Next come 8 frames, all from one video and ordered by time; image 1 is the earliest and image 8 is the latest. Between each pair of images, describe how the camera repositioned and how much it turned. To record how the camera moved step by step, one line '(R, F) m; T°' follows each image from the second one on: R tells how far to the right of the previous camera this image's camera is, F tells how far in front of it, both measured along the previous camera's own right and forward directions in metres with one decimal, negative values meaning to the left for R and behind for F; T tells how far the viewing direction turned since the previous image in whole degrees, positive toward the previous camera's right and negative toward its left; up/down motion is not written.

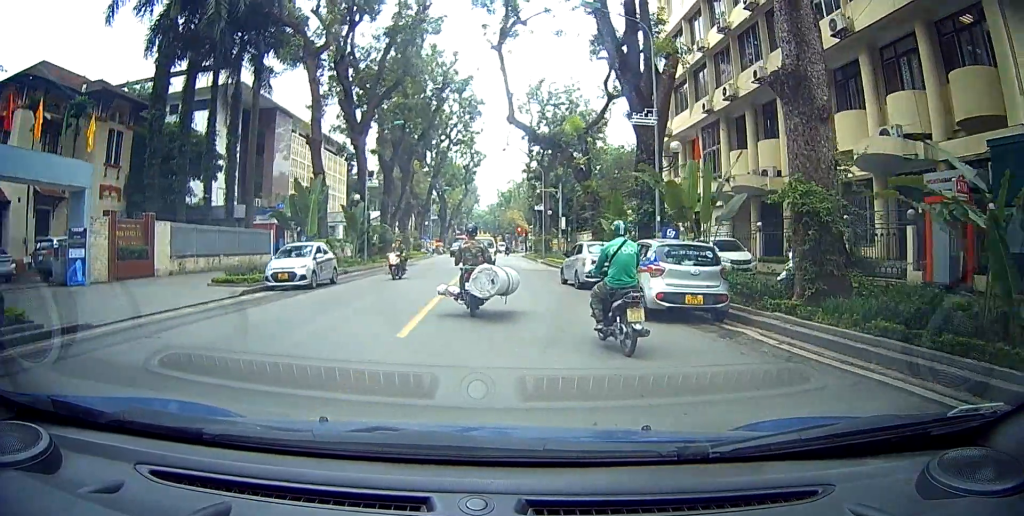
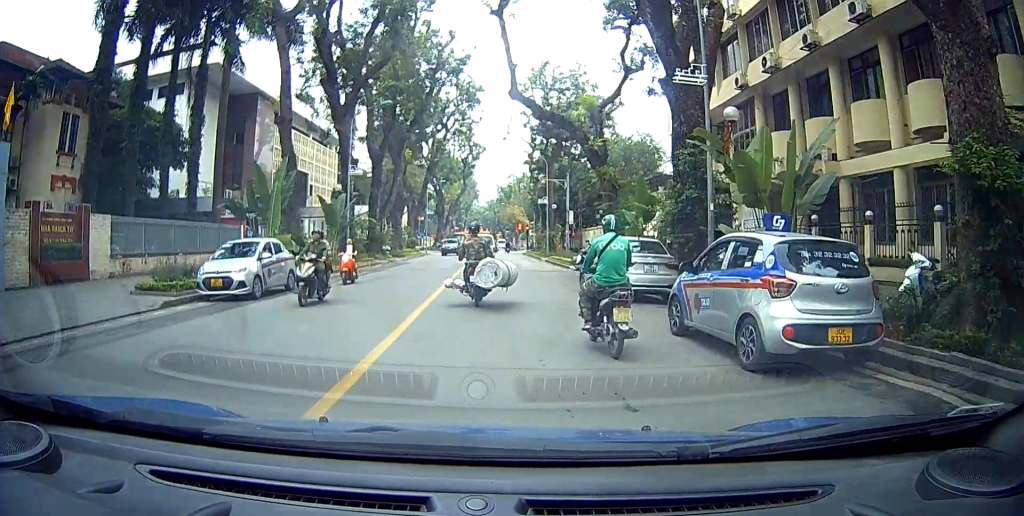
(-0.2, +3.8) m; -1°
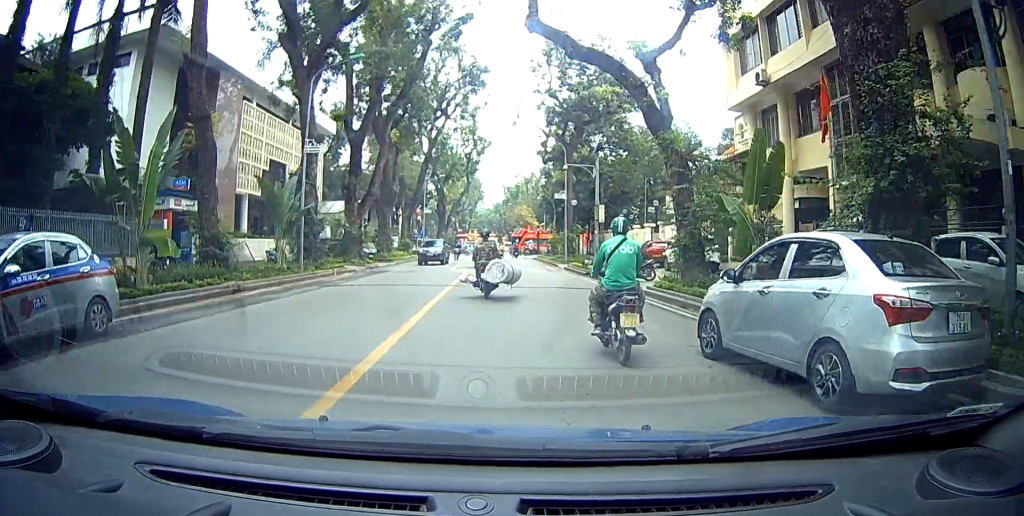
(+0.7, +7.8) m; +9°
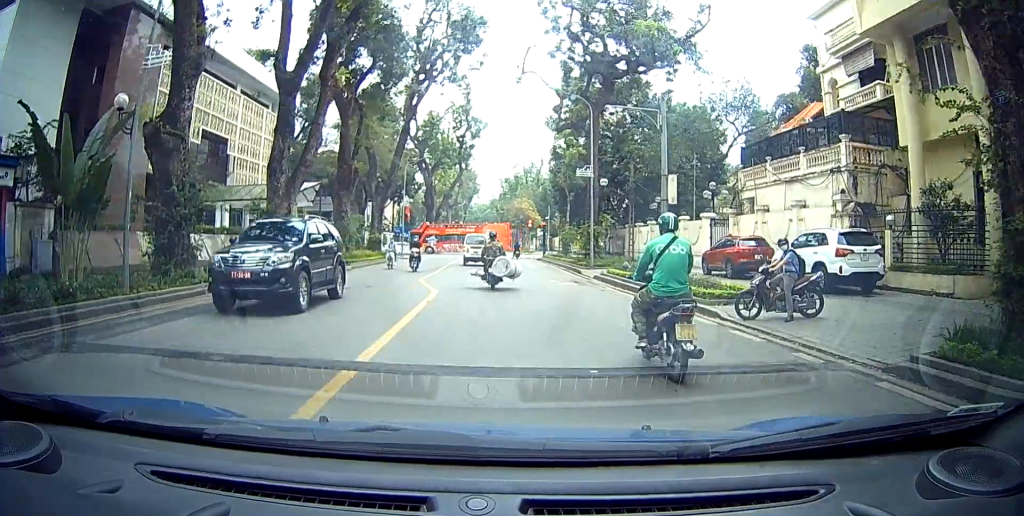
(-0.4, +11.4) m; -6°
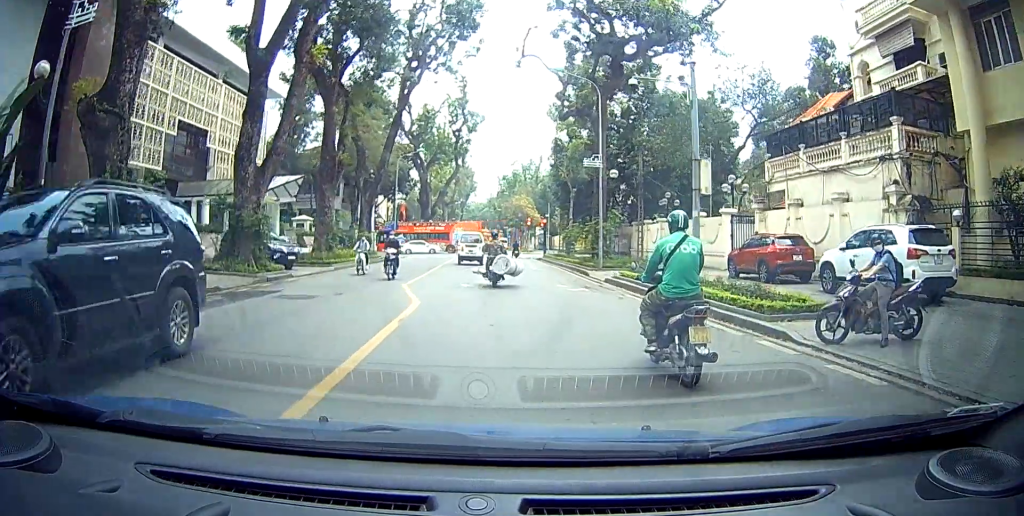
(-0.1, +2.9) m; -1°
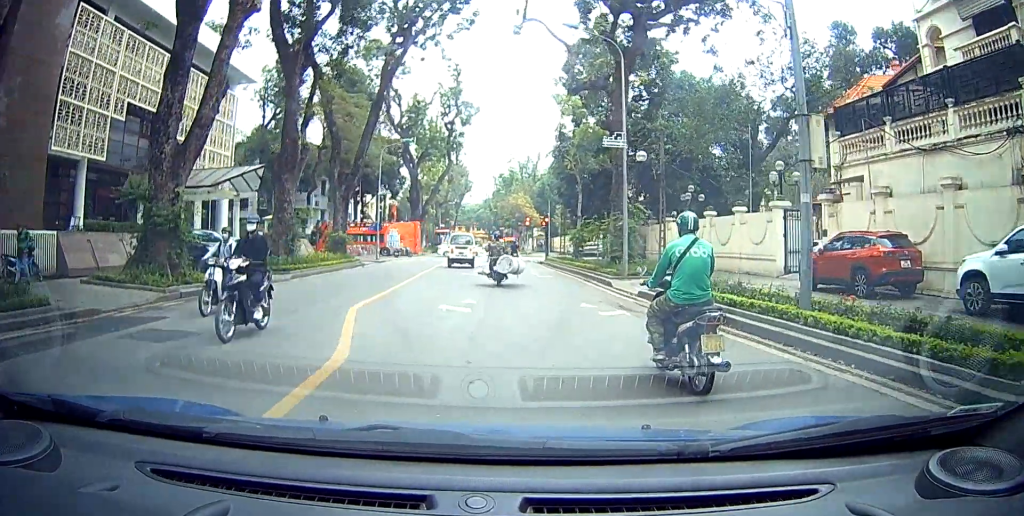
(+0.1, +5.6) m; +1°
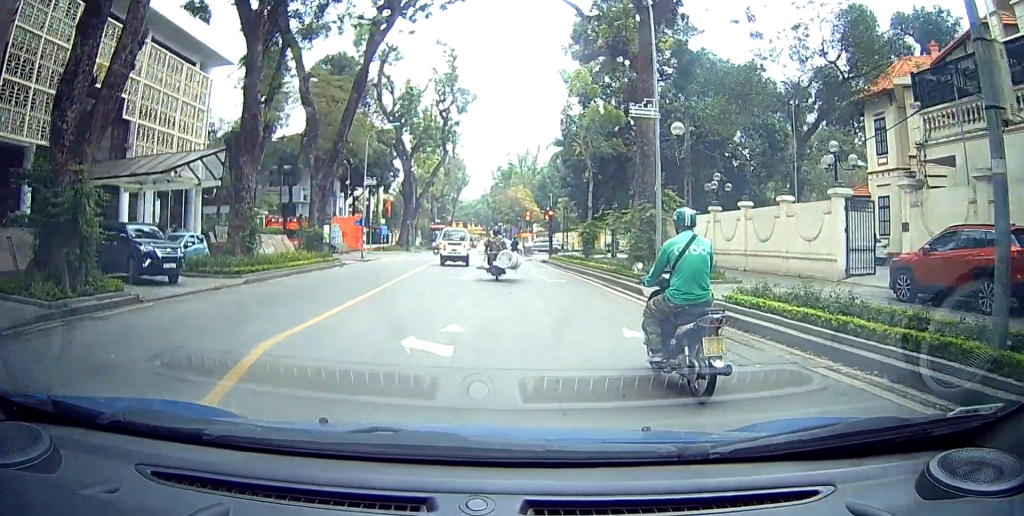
(0.0, +4.5) m; +5°
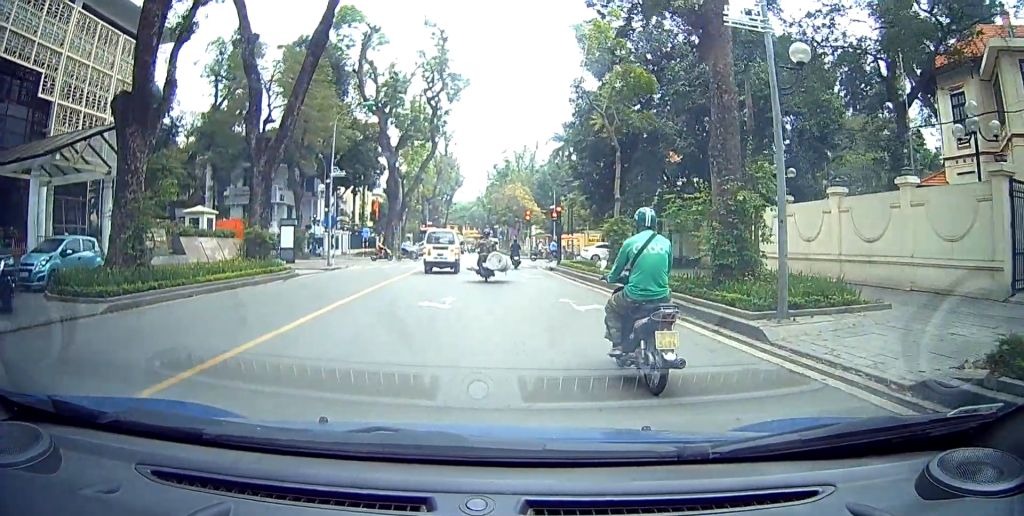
(+0.7, +5.0) m; +12°
